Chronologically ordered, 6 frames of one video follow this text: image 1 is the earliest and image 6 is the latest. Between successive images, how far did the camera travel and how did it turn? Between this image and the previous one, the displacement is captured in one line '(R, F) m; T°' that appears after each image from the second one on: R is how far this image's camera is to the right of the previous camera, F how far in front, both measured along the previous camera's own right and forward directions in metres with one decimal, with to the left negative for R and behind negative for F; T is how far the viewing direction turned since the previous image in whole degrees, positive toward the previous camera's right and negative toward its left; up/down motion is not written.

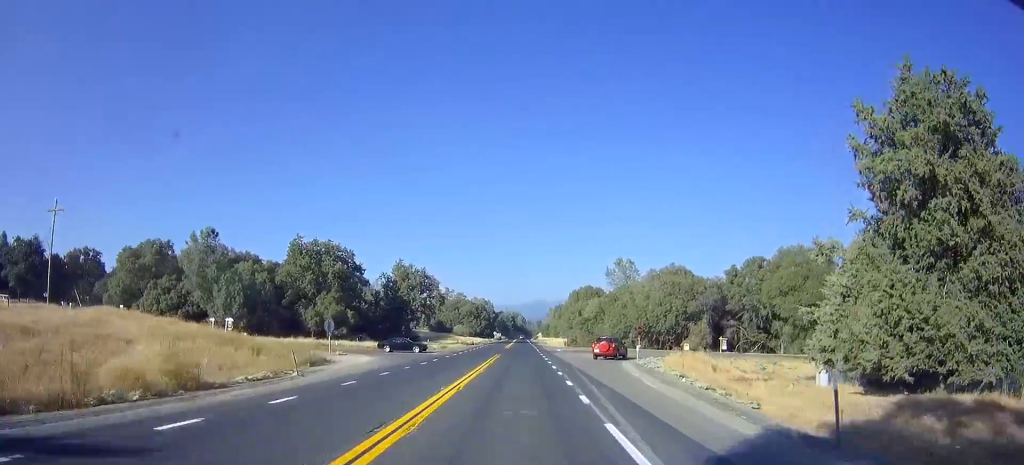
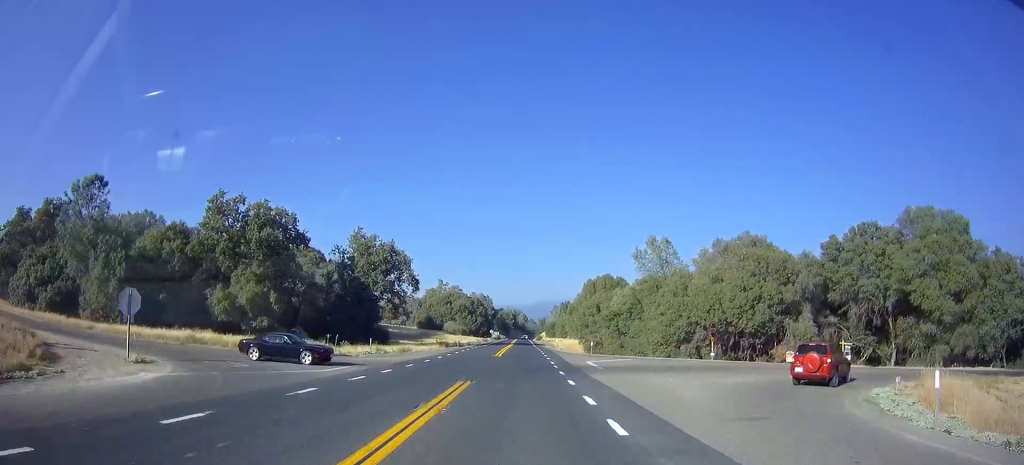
(+0.1, +27.1) m; +1°
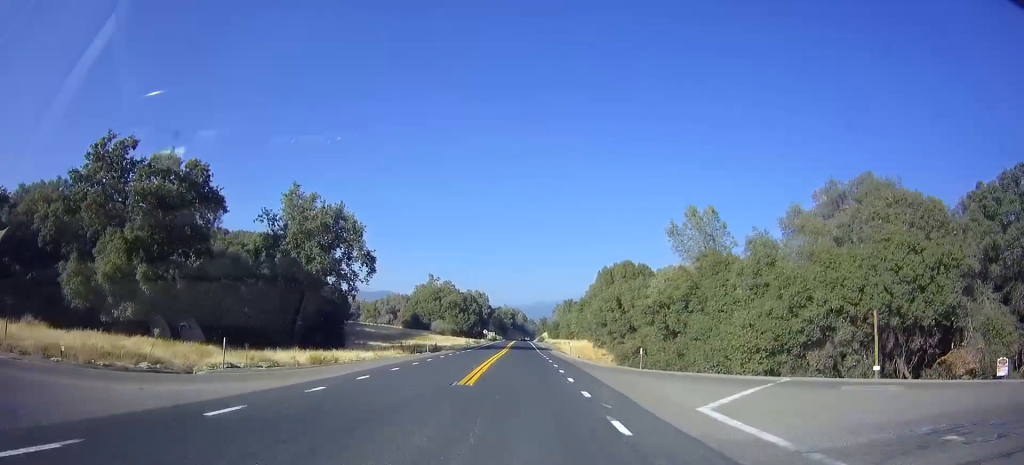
(+0.1, +21.9) m; 0°
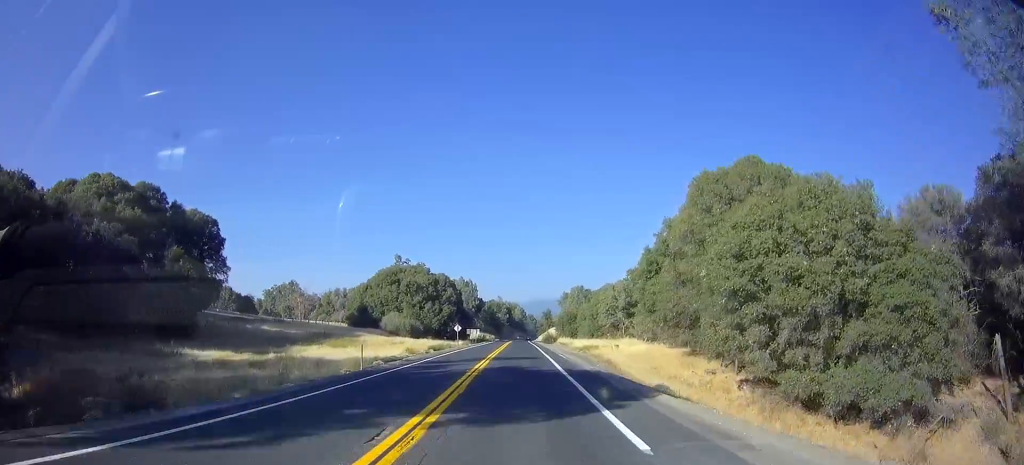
(-0.1, +51.2) m; 0°
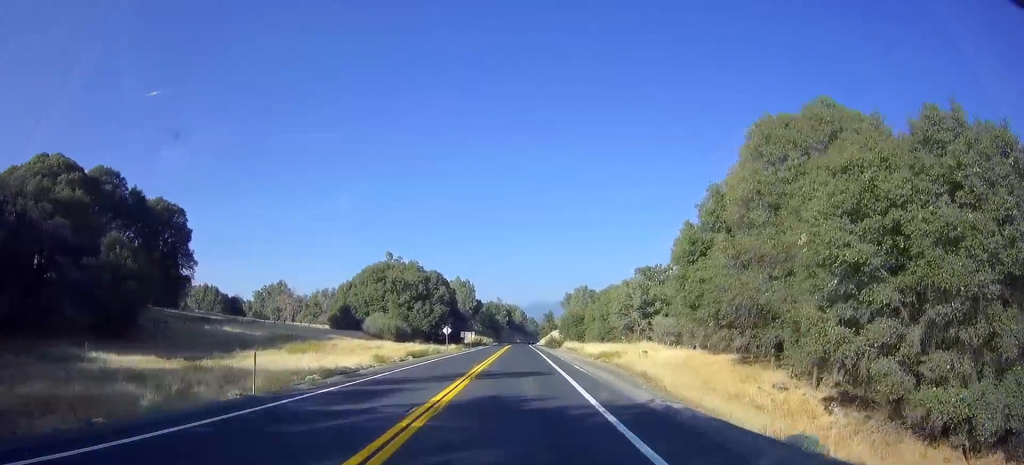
(0.0, +10.9) m; 0°
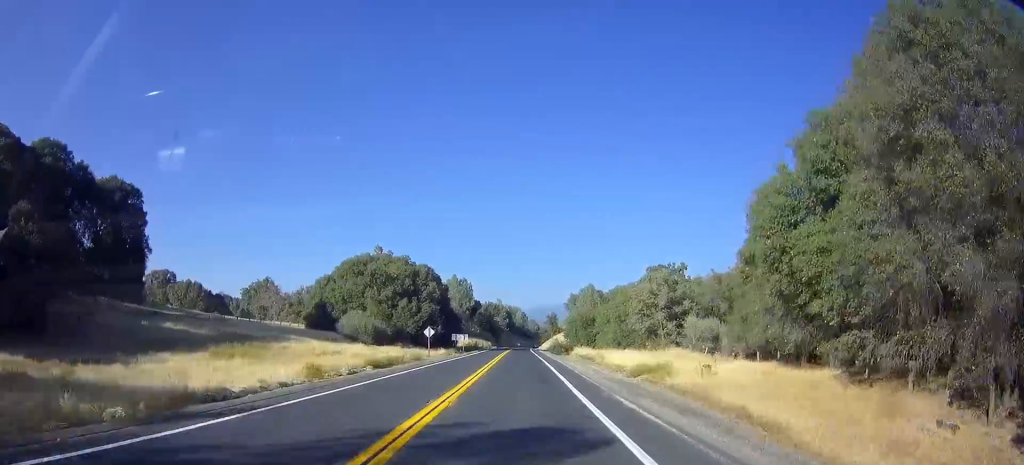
(0.0, +12.7) m; 0°
